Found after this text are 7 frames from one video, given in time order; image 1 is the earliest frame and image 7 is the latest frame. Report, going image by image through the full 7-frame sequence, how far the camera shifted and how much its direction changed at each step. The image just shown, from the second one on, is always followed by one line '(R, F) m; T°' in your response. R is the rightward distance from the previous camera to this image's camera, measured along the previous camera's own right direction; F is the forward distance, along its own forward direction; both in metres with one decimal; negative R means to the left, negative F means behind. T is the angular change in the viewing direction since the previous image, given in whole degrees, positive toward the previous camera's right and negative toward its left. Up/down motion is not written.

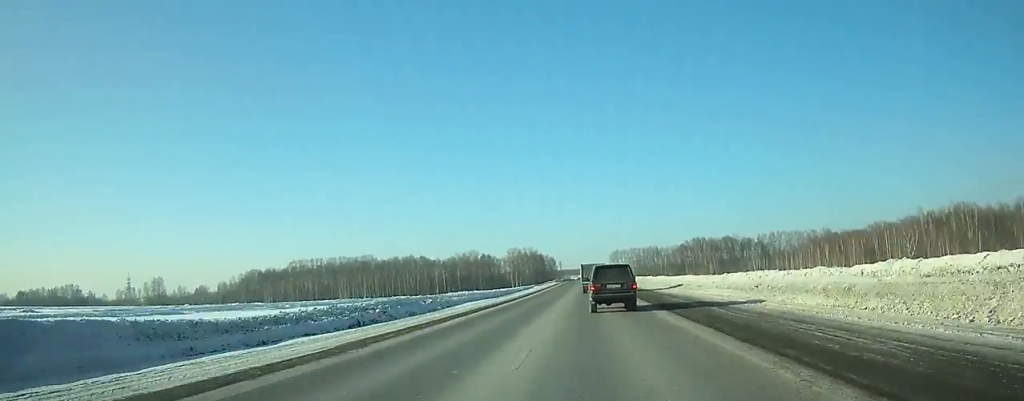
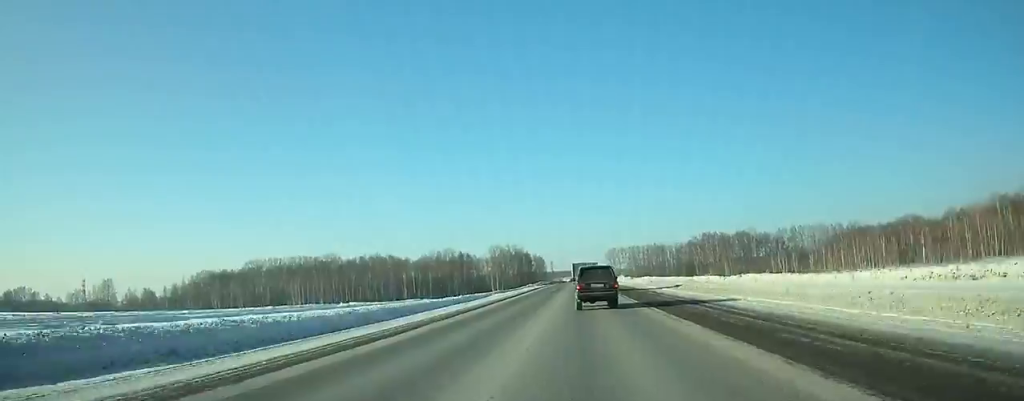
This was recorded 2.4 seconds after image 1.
(+0.1, +51.2) m; 0°
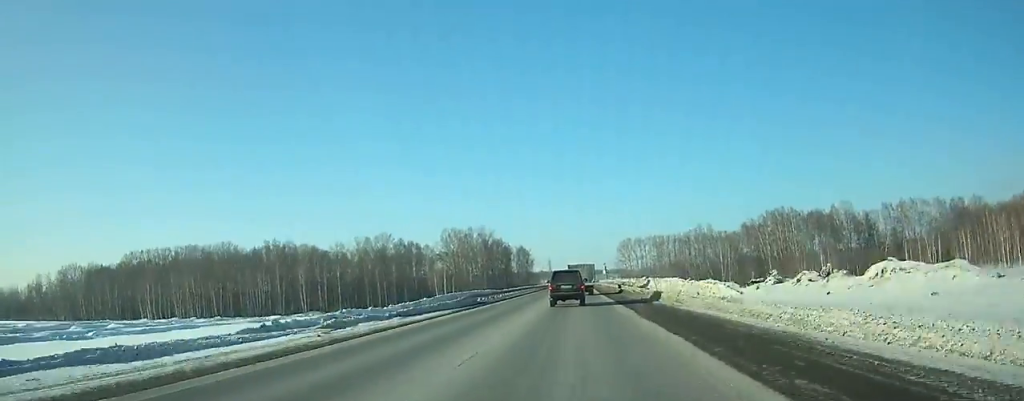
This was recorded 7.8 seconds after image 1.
(+0.4, +115.2) m; 0°
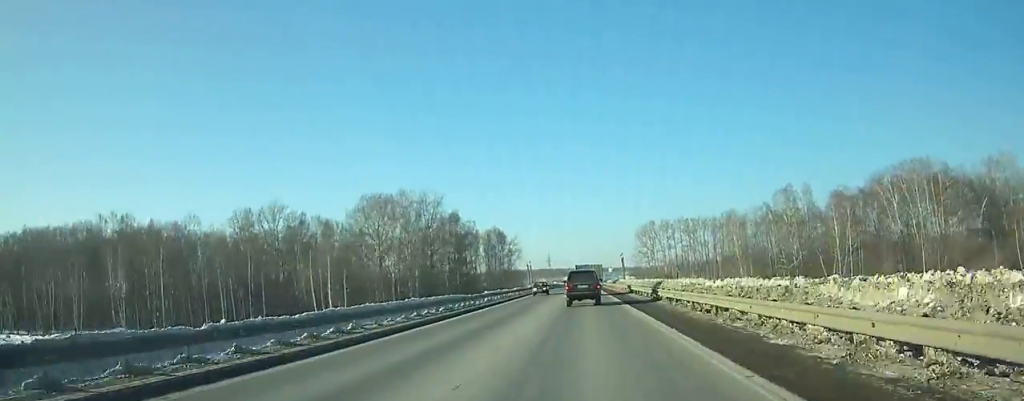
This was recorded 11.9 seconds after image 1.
(-0.3, +86.2) m; 0°
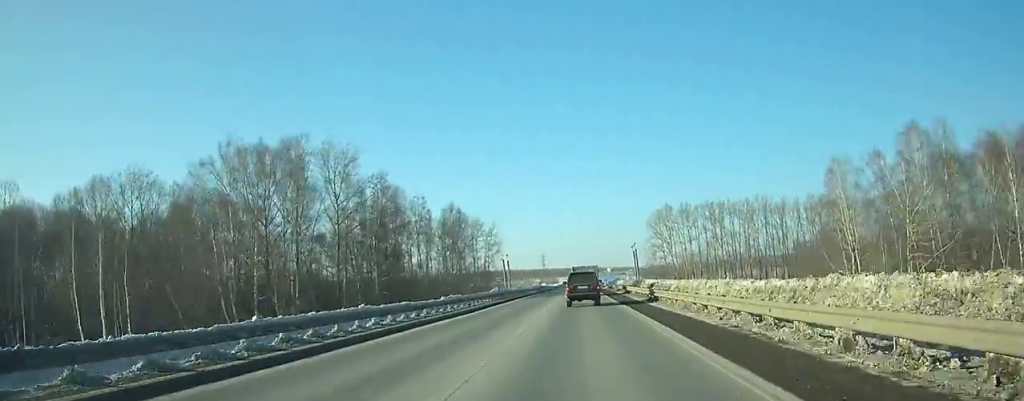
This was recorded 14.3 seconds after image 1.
(+0.1, +49.7) m; 0°
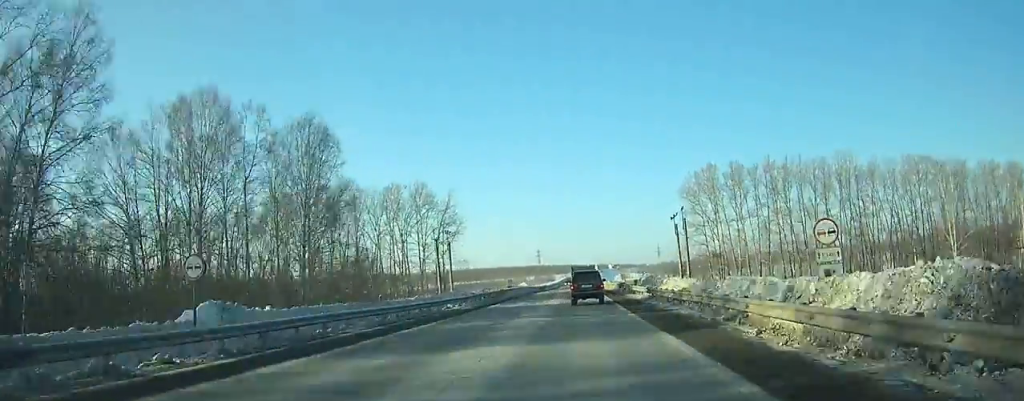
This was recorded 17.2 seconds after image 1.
(+0.2, +59.6) m; 0°
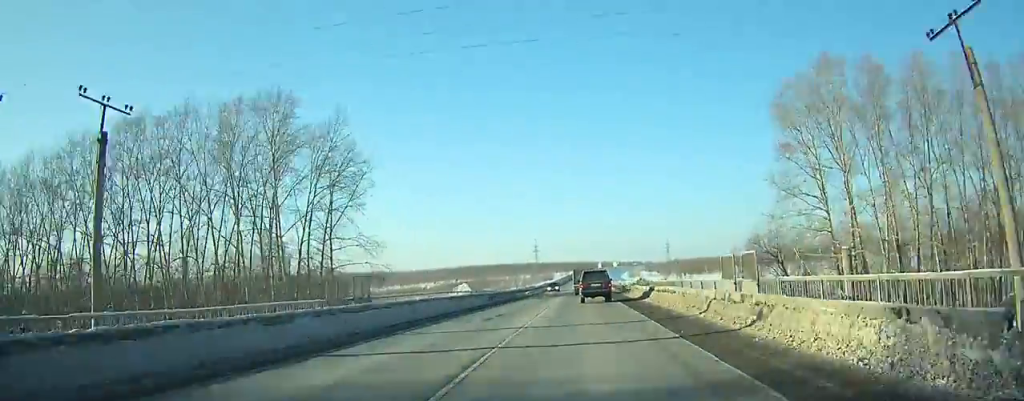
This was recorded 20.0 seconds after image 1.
(+0.1, +57.6) m; 0°
